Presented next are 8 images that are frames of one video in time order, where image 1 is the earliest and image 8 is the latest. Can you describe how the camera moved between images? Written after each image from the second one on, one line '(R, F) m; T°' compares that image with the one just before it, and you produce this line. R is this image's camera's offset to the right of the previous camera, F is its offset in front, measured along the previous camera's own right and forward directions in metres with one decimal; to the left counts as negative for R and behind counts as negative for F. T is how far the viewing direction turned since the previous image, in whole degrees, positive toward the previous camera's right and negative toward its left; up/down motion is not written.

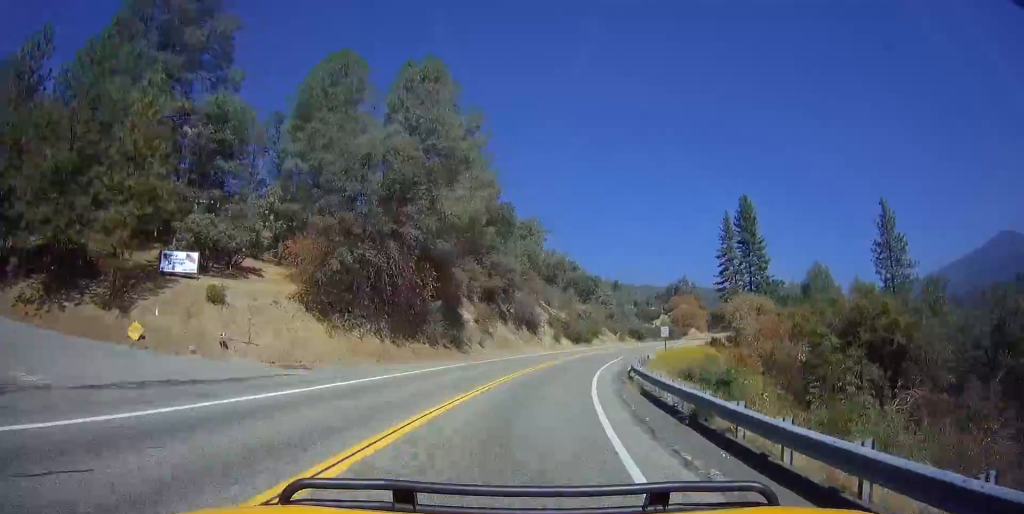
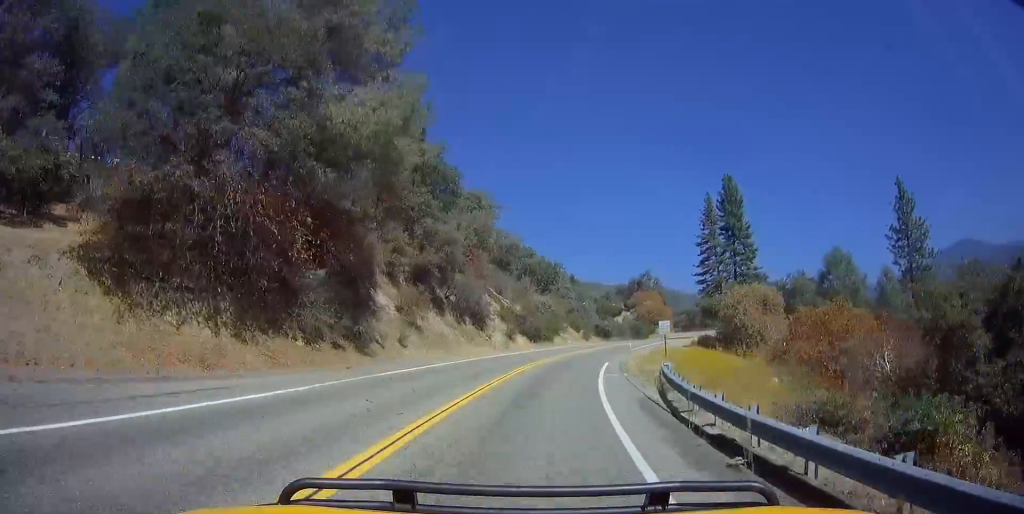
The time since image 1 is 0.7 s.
(+0.9, +14.6) m; +5°
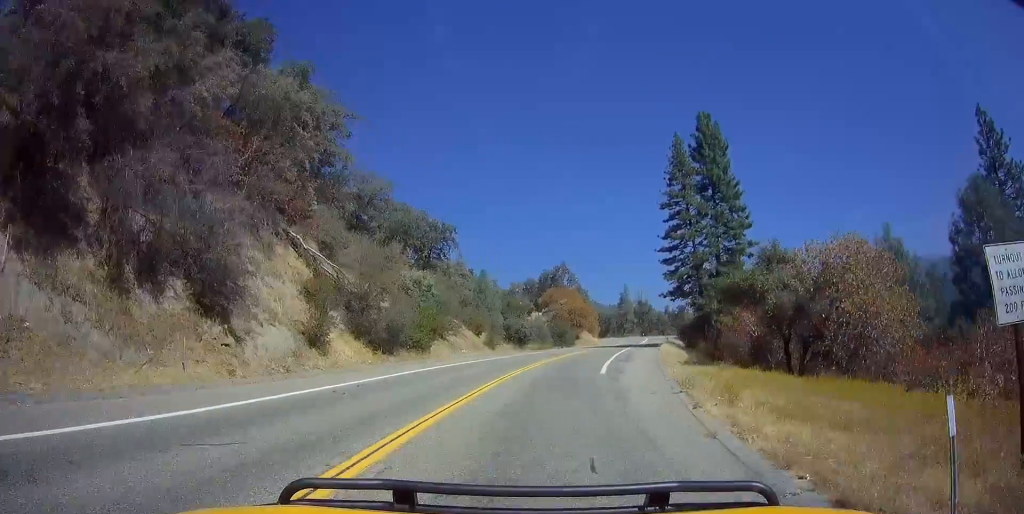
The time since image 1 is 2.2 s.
(+2.4, +31.4) m; +10°
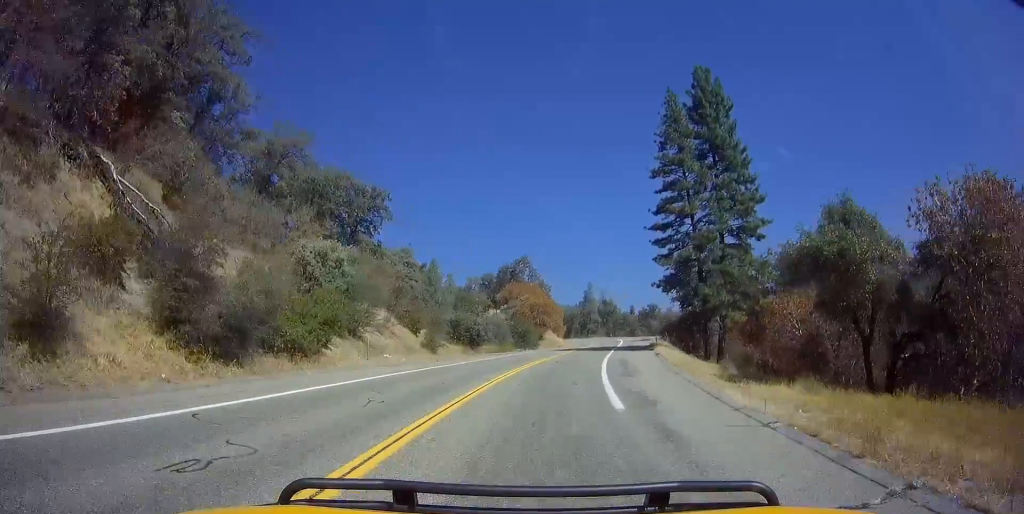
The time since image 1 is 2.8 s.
(+0.3, +12.6) m; +5°
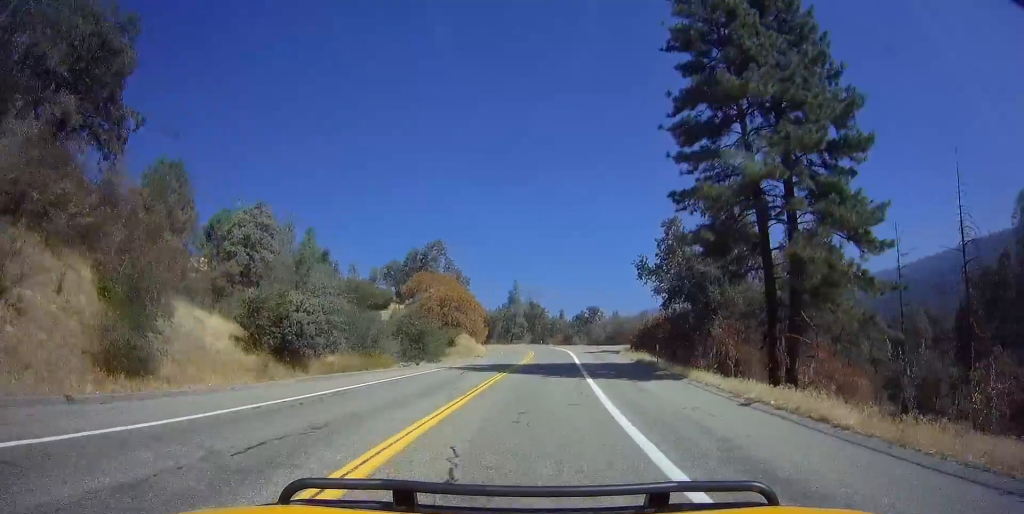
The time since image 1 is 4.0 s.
(+1.7, +24.2) m; +3°
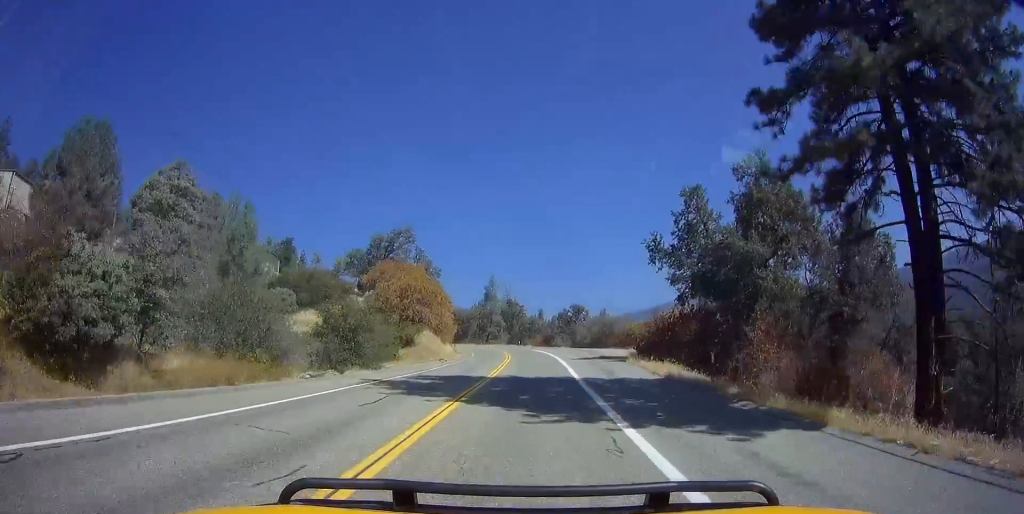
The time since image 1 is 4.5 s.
(-0.4, +11.1) m; -2°
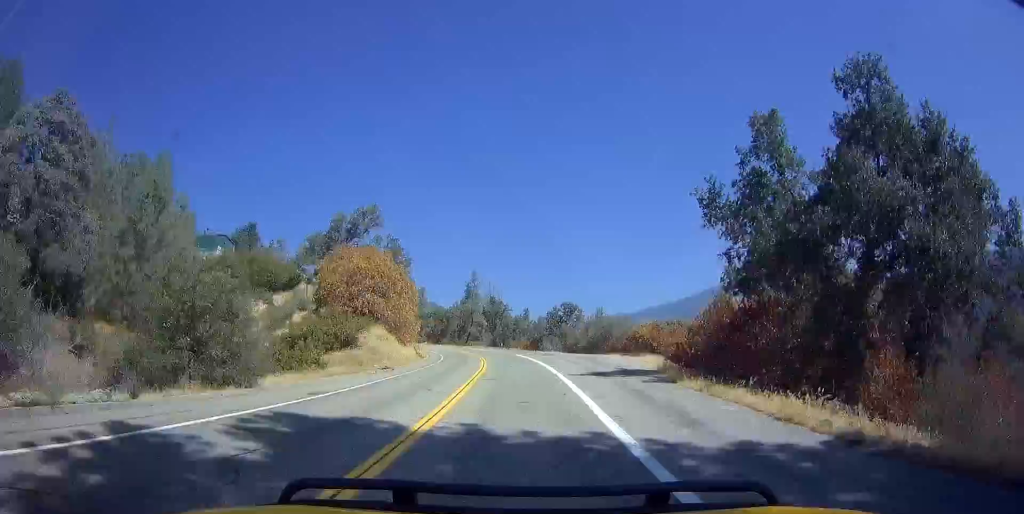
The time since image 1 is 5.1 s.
(-0.2, +13.2) m; -3°
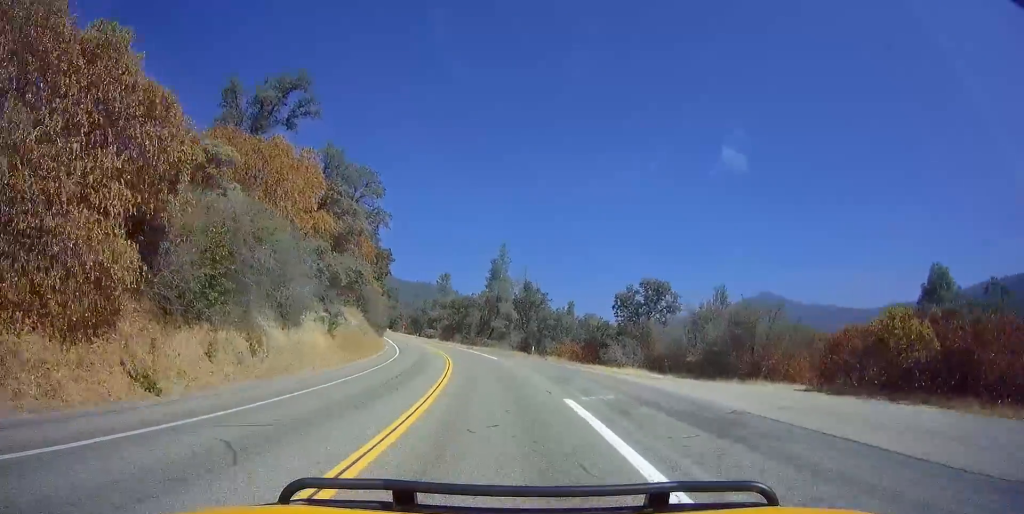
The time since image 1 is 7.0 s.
(-2.5, +39.0) m; -9°
